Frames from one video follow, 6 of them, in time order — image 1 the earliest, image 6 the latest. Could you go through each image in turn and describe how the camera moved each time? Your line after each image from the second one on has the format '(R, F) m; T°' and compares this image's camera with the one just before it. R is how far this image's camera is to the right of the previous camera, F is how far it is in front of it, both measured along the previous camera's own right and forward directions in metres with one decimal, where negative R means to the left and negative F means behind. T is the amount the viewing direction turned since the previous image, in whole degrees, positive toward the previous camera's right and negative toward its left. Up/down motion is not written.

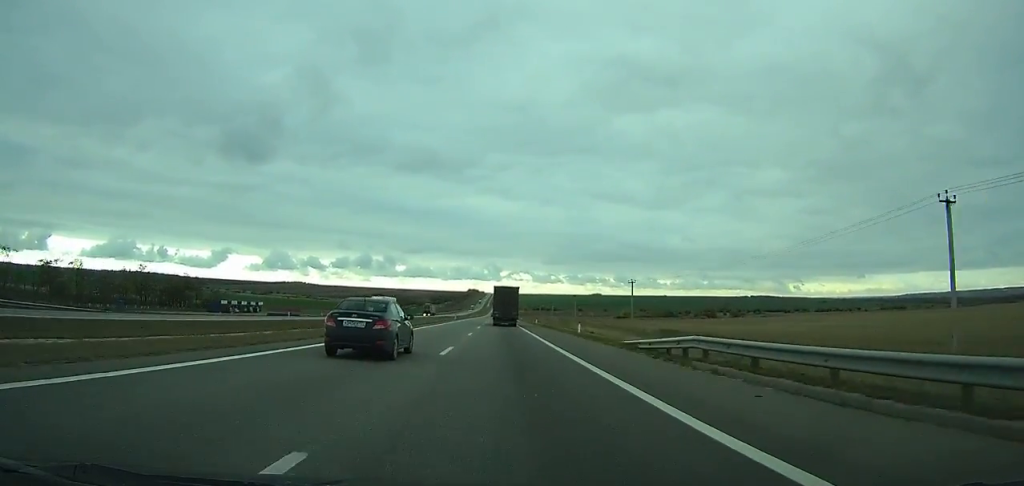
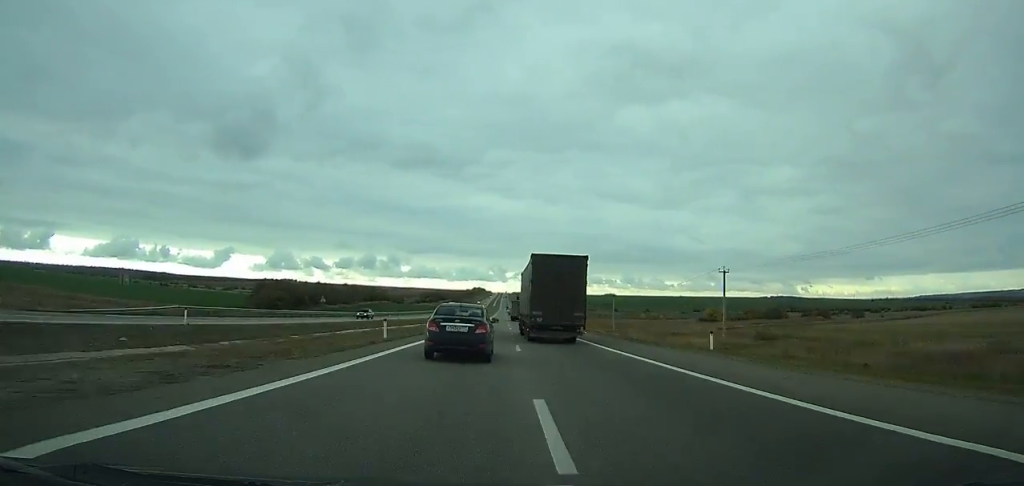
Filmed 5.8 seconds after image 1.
(-0.9, +175.0) m; 0°
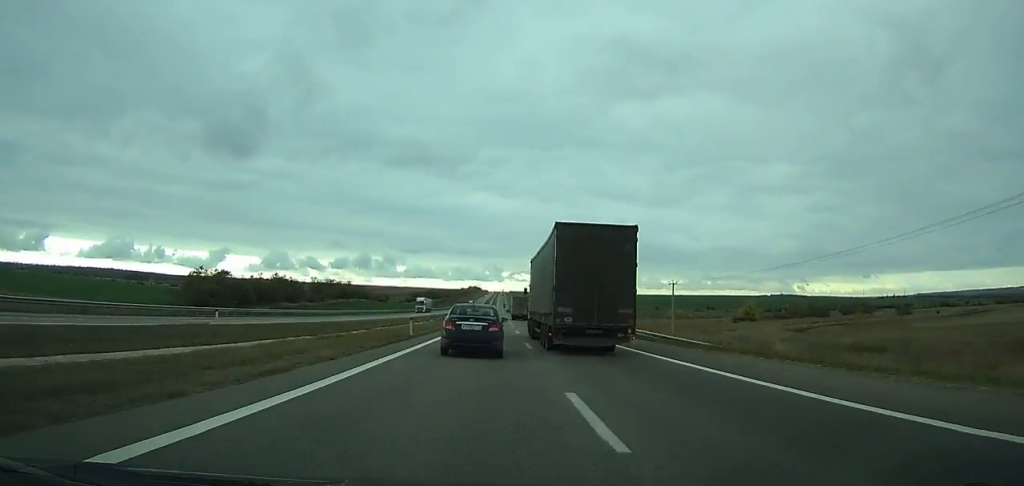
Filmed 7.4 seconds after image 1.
(-0.1, +46.7) m; 0°
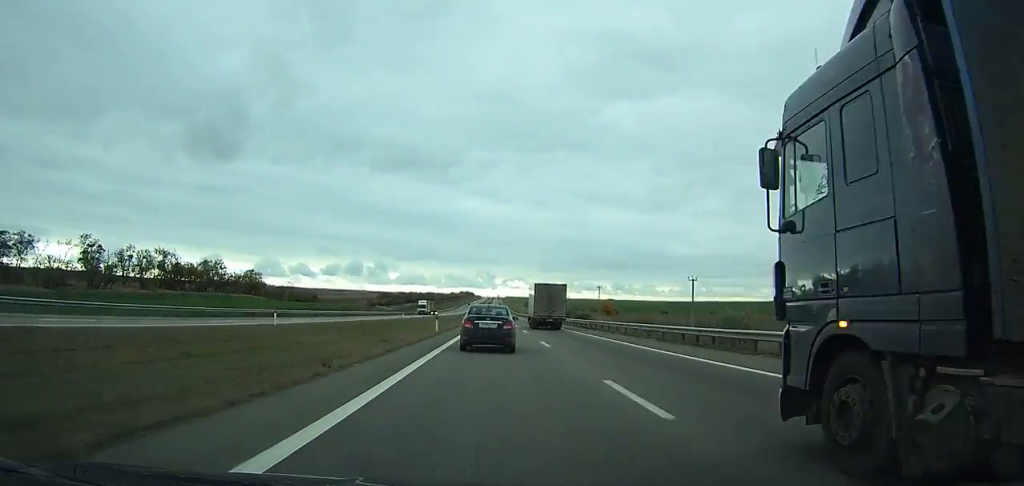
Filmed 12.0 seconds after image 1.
(+0.5, +136.8) m; 0°
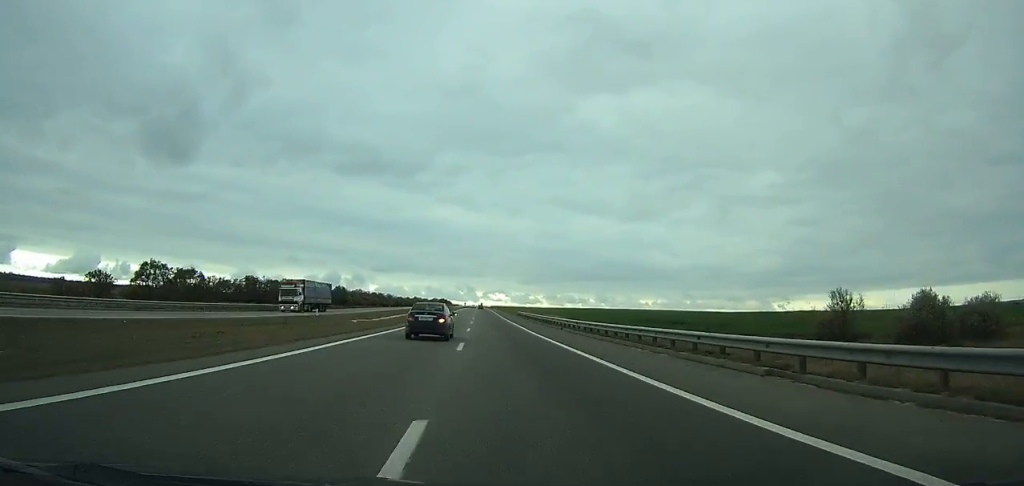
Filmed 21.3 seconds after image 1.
(+1.8, +287.8) m; +1°
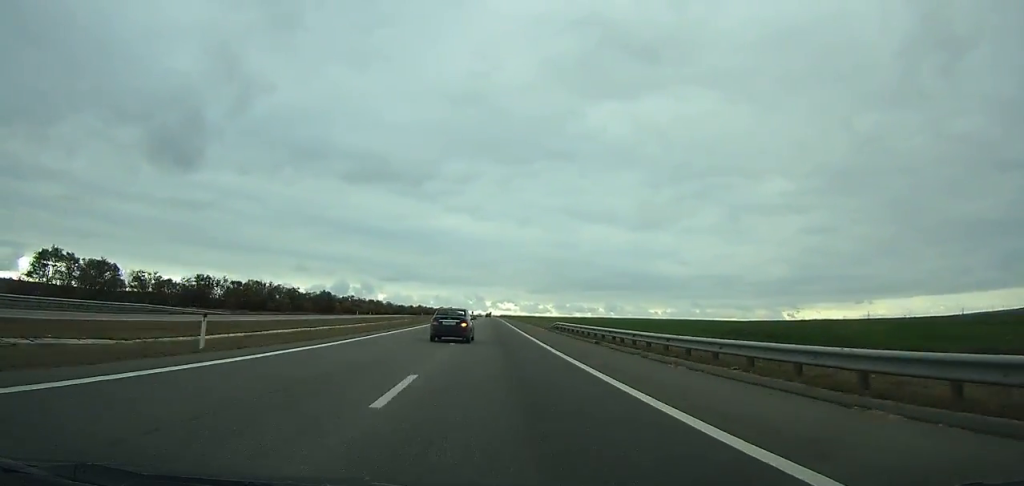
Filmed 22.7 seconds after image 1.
(+0.1, +43.4) m; 0°
